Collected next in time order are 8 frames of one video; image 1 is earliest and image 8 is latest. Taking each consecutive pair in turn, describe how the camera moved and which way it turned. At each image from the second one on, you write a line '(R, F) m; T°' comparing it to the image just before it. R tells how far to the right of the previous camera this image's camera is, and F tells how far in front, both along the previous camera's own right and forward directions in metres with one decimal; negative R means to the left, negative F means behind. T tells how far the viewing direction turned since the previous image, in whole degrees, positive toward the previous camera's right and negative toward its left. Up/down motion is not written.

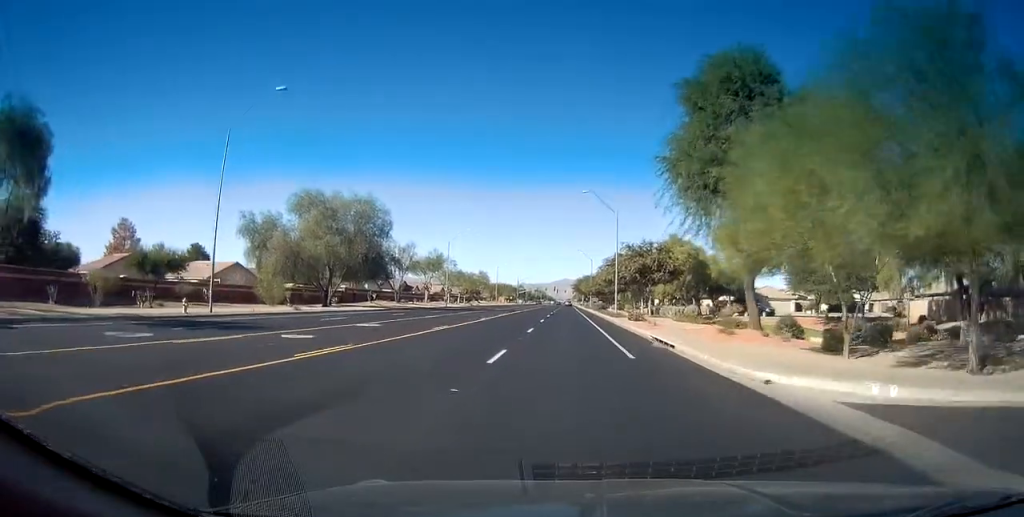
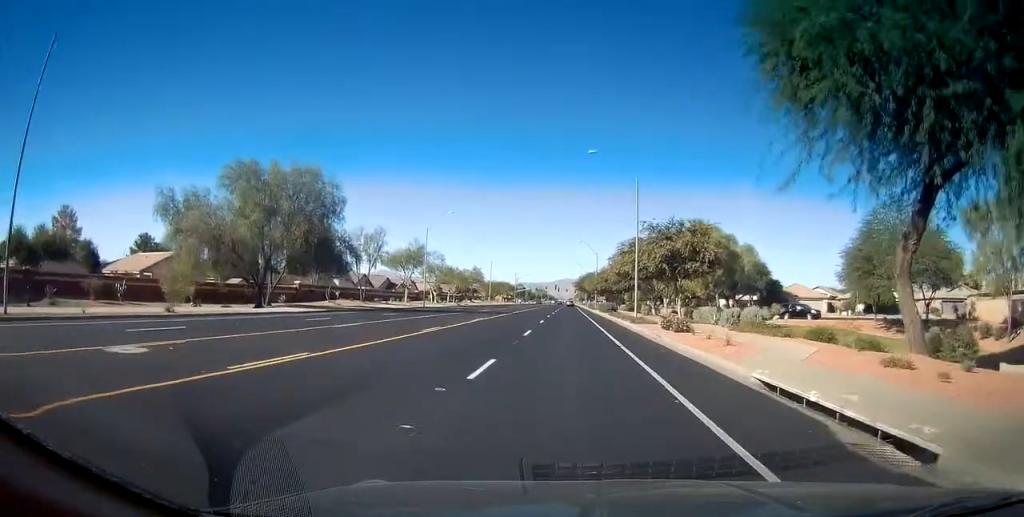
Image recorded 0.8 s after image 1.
(0.0, +15.1) m; 0°
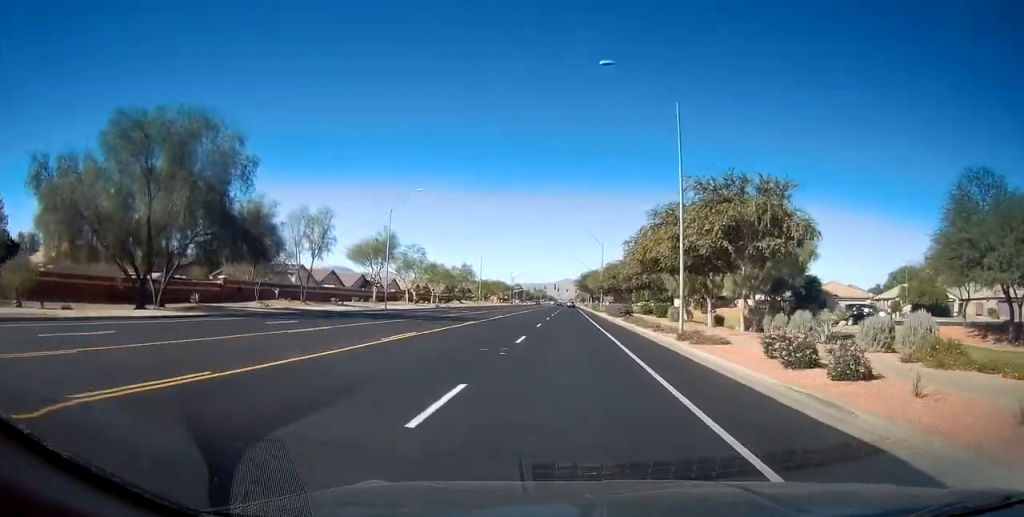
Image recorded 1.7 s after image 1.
(-0.2, +16.6) m; +1°
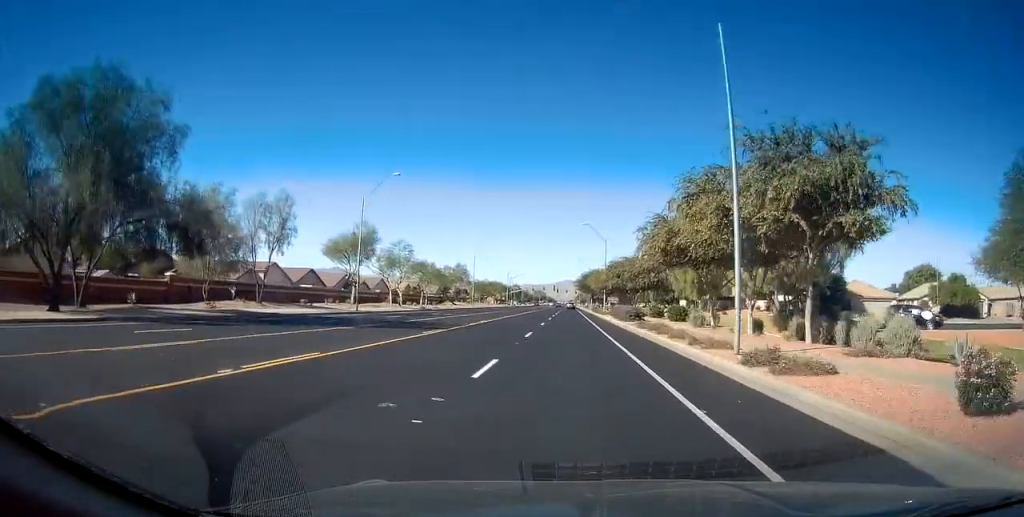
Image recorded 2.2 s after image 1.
(+0.2, +8.3) m; 0°
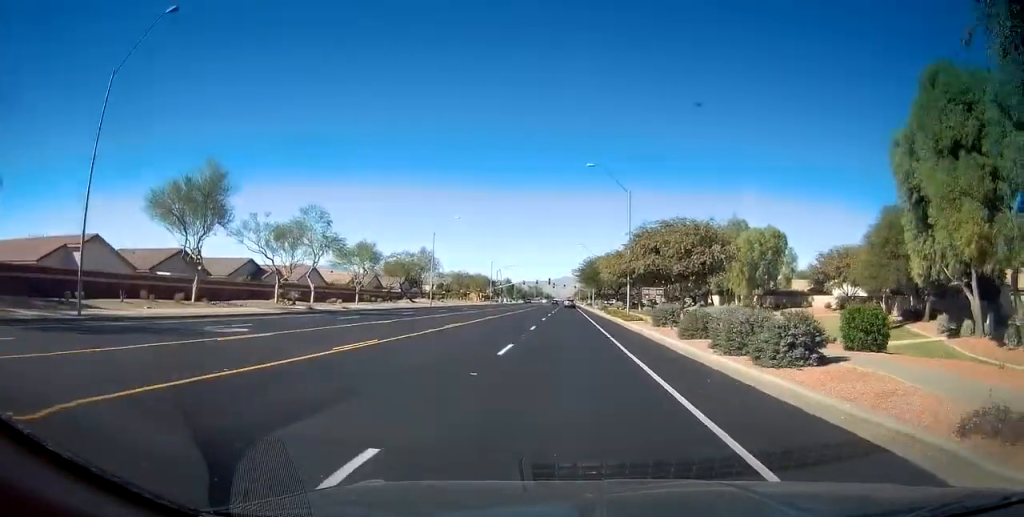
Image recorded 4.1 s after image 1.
(-0.2, +33.7) m; -1°
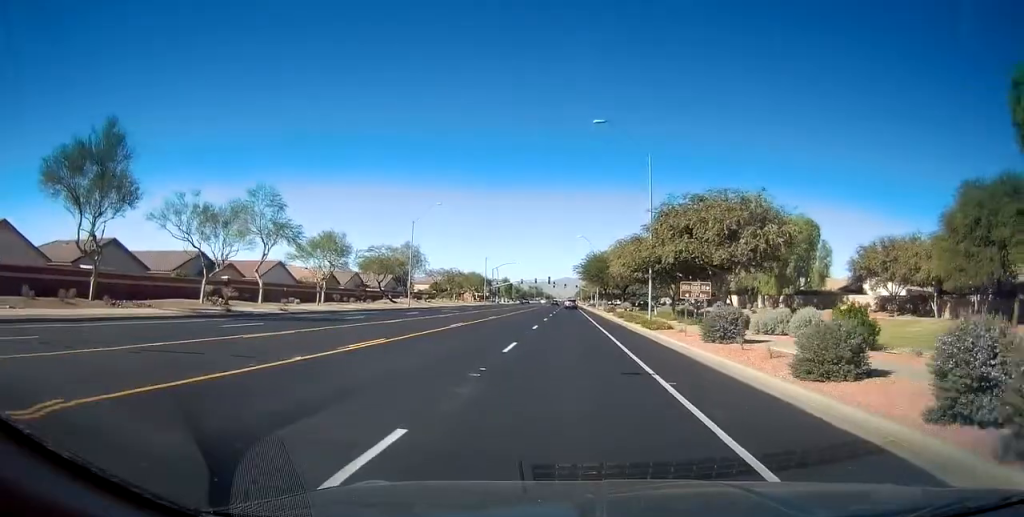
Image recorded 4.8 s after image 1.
(+0.1, +11.8) m; 0°
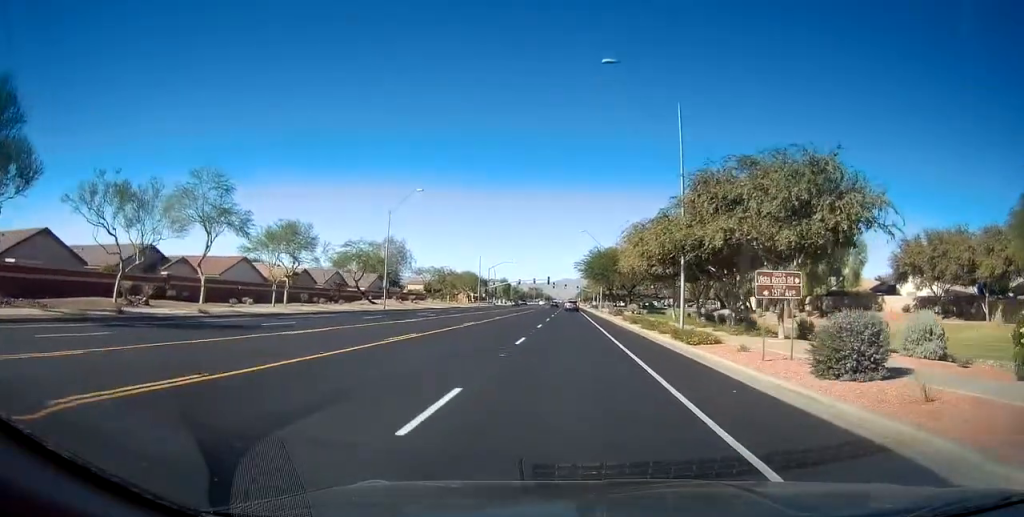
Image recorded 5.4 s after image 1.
(0.0, +9.6) m; 0°
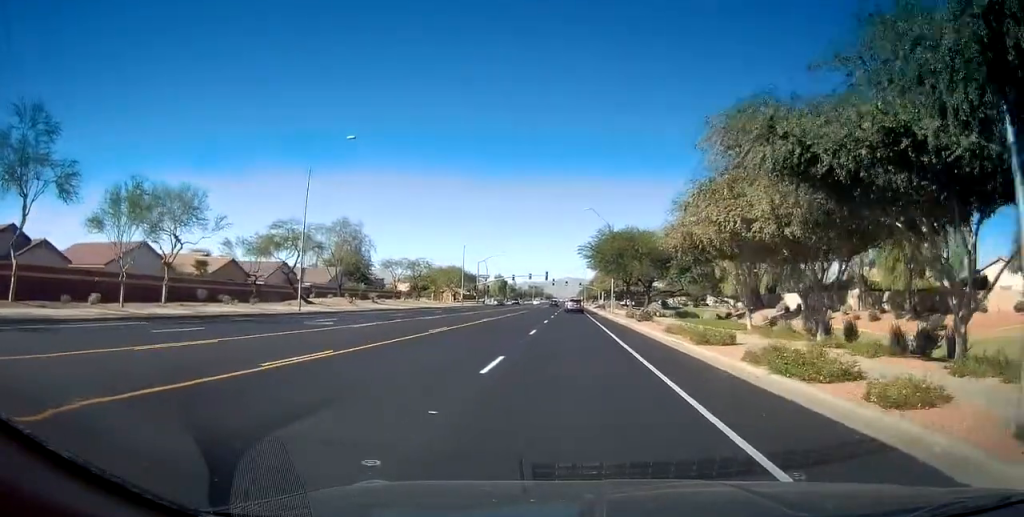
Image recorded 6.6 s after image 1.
(-0.2, +20.5) m; 0°
